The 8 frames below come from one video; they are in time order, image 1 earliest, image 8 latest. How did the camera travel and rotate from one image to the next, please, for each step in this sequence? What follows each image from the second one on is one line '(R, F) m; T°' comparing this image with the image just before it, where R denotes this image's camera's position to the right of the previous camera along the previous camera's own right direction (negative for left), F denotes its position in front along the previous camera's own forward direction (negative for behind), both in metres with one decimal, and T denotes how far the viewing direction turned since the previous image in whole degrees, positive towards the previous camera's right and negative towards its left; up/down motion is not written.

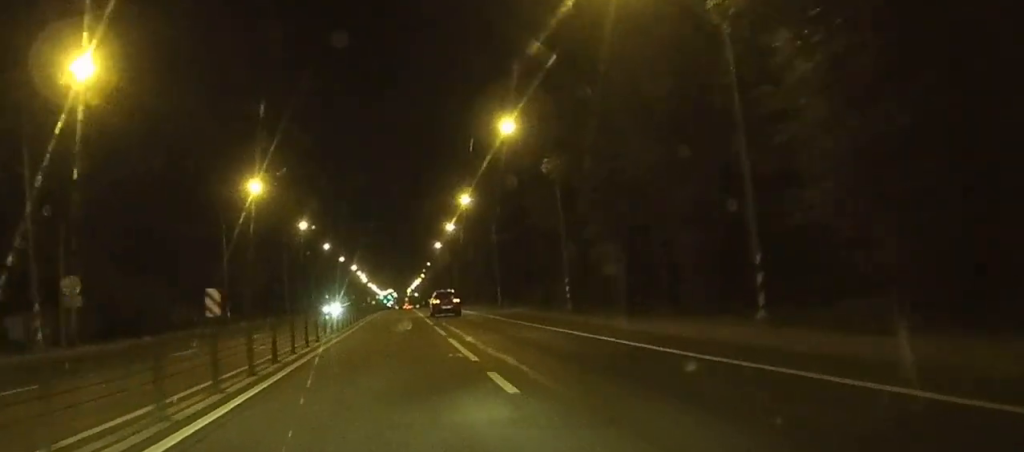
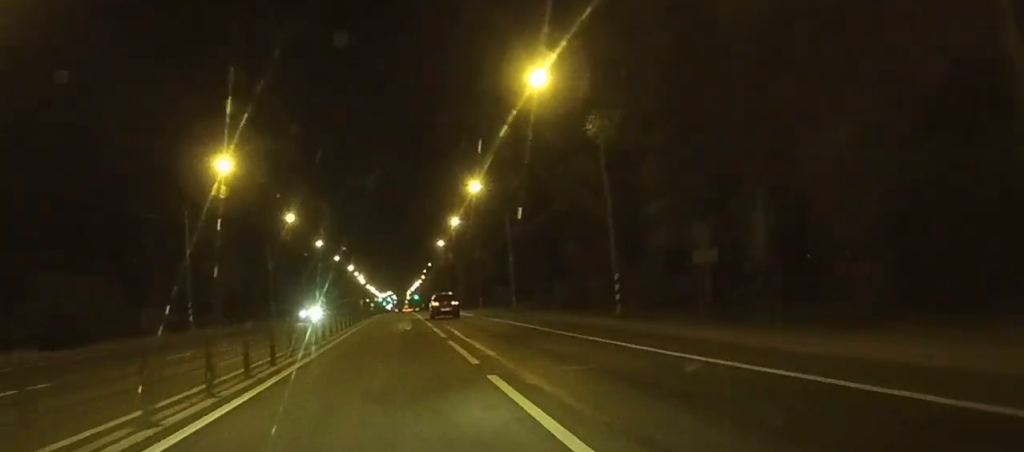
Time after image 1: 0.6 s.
(0.0, +12.2) m; 0°
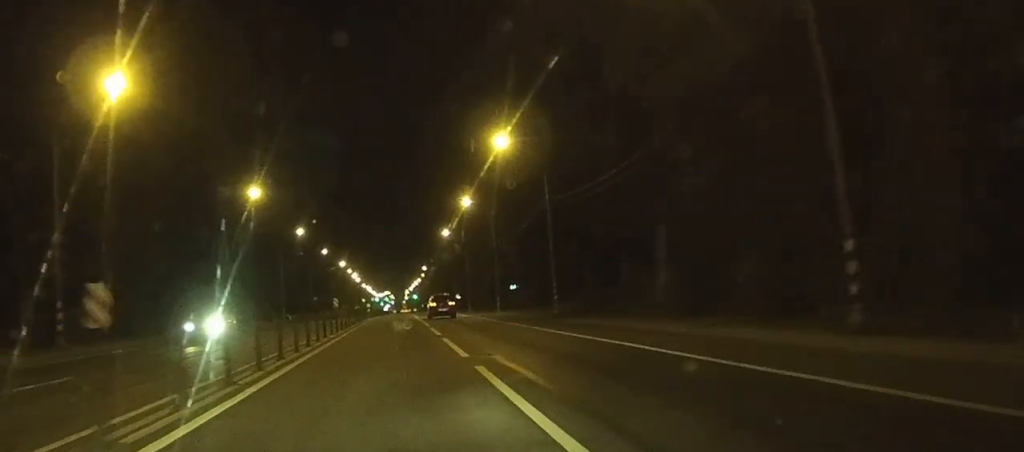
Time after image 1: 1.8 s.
(-0.1, +21.8) m; 0°
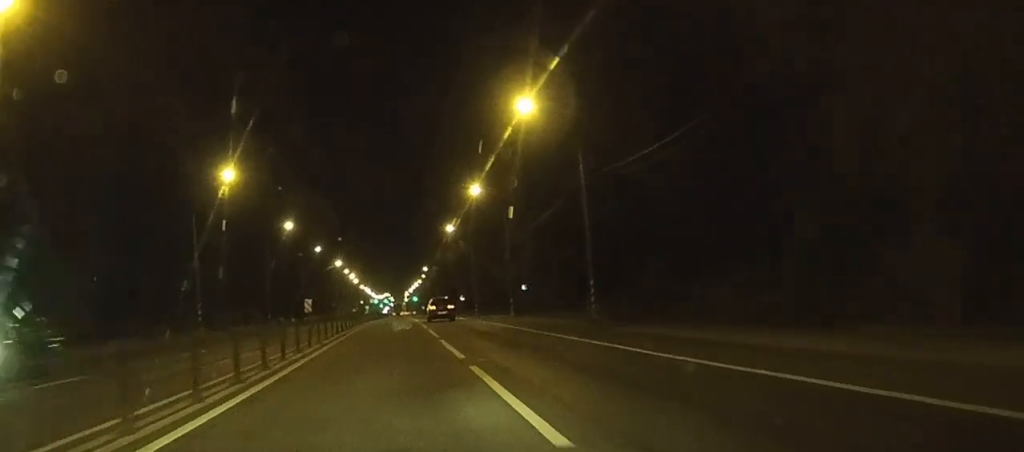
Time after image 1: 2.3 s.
(+0.1, +11.0) m; 0°
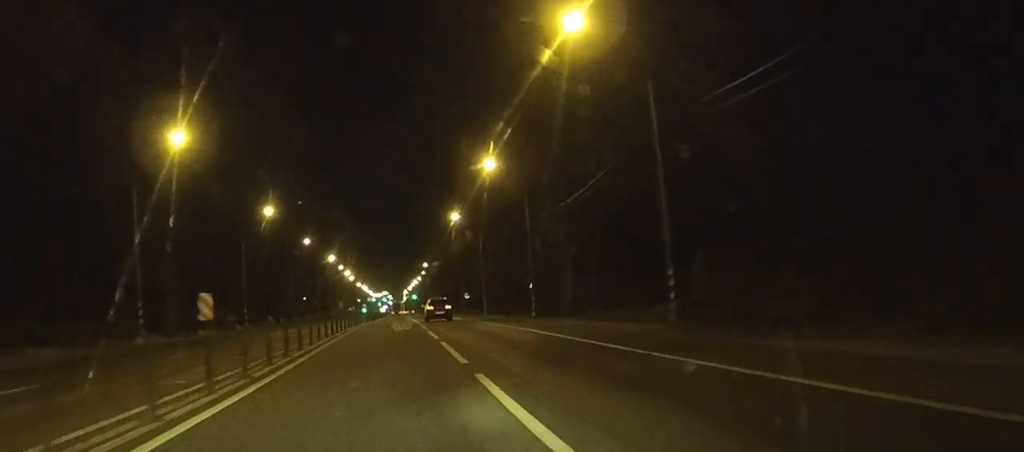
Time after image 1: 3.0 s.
(0.0, +13.6) m; 0°
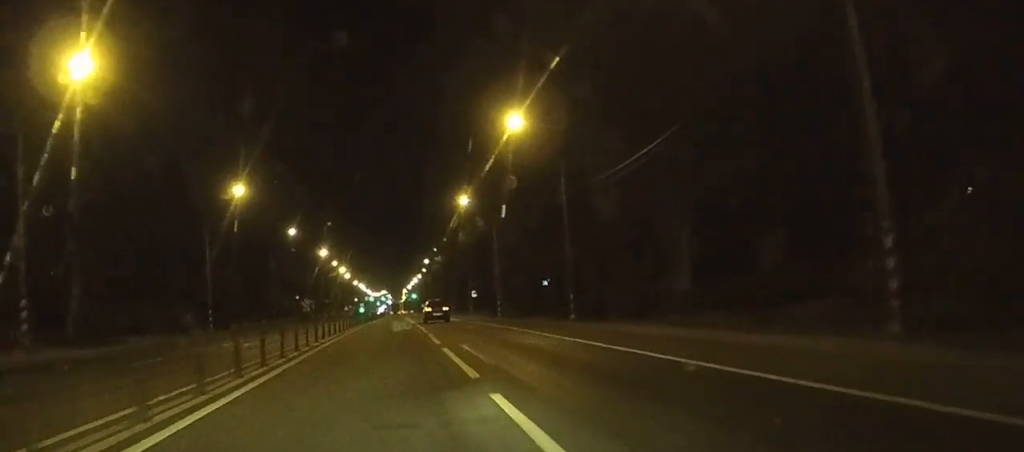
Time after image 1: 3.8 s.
(0.0, +15.0) m; -1°
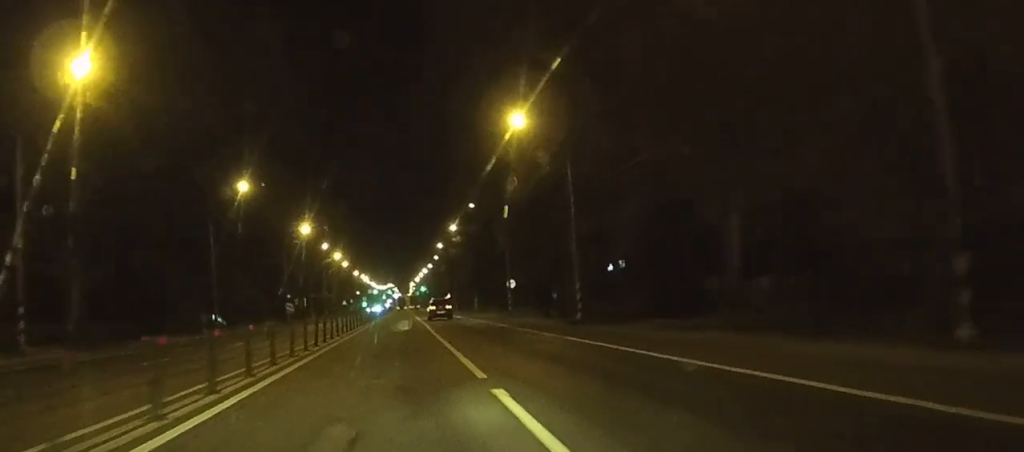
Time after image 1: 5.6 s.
(-0.4, +35.7) m; -1°
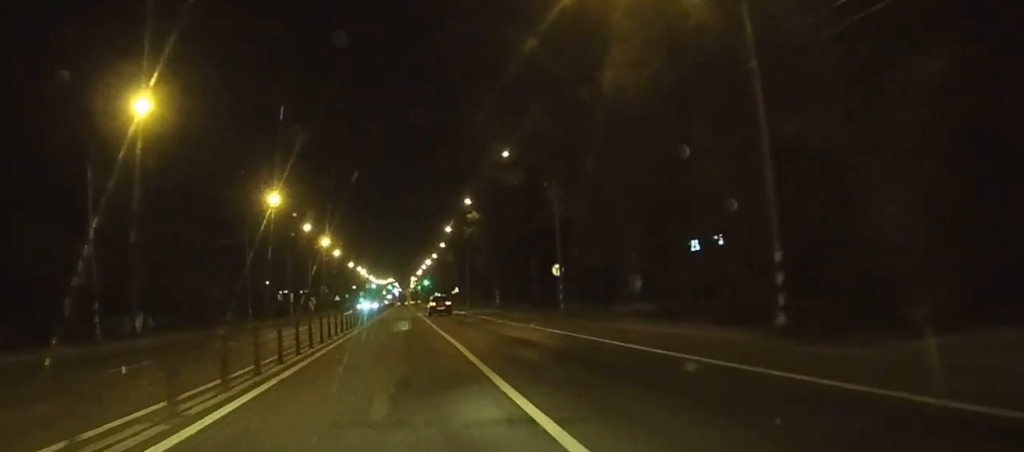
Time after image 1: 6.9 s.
(-0.1, +27.0) m; 0°
